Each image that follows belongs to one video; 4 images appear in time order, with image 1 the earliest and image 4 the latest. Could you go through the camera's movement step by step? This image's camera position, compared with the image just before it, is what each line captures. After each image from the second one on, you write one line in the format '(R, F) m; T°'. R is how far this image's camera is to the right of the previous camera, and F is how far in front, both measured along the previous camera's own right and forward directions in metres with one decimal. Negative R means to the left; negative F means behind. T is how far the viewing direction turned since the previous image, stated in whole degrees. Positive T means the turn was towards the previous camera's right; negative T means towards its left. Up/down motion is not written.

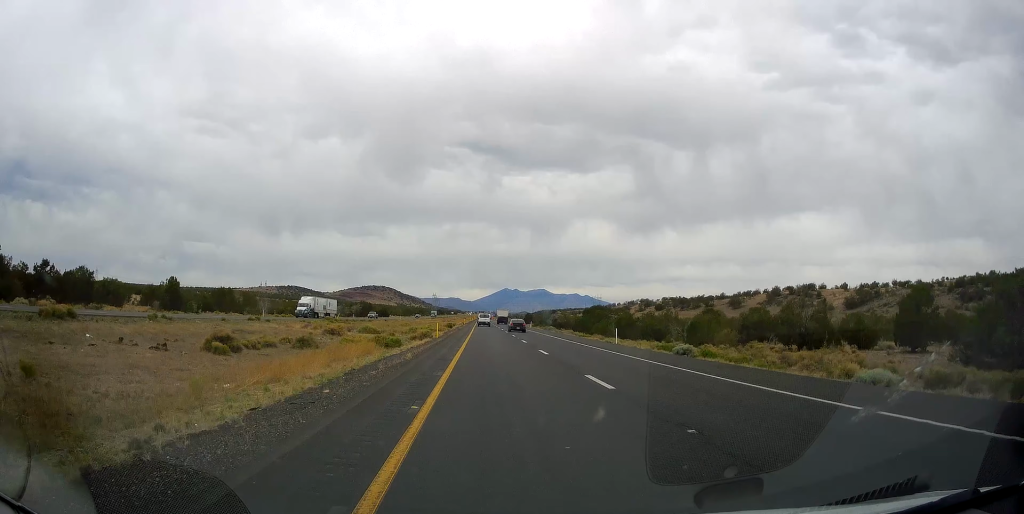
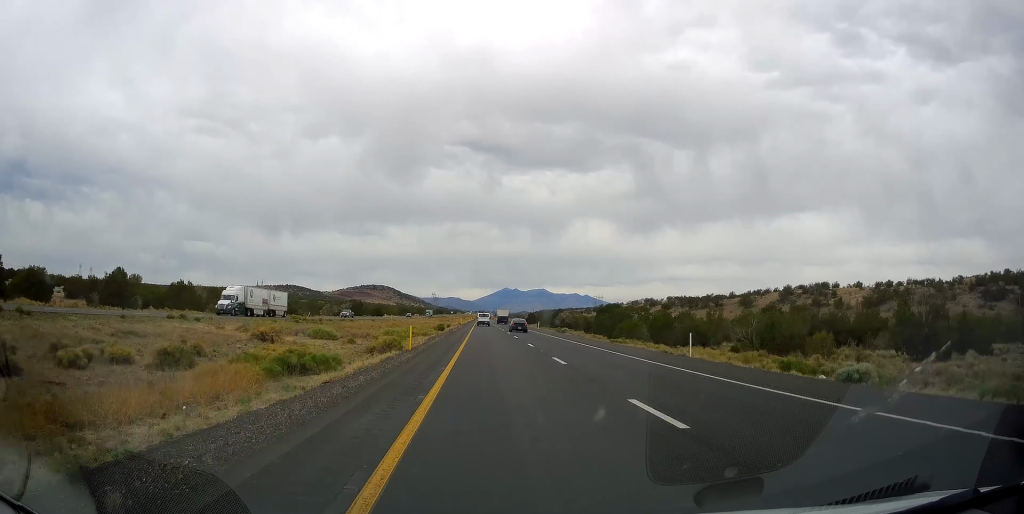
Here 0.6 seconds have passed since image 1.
(-0.1, +17.4) m; 0°
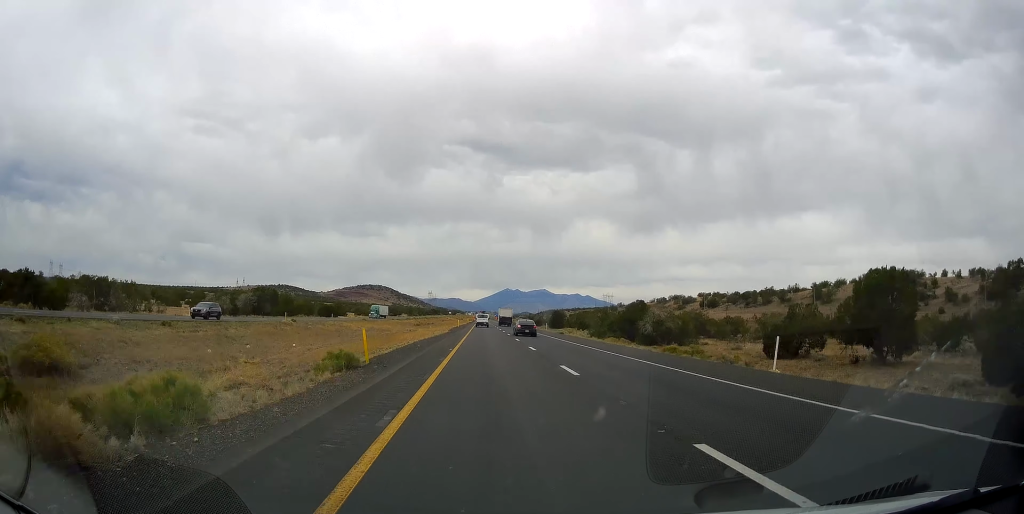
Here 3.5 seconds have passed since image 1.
(-0.7, +89.0) m; 0°
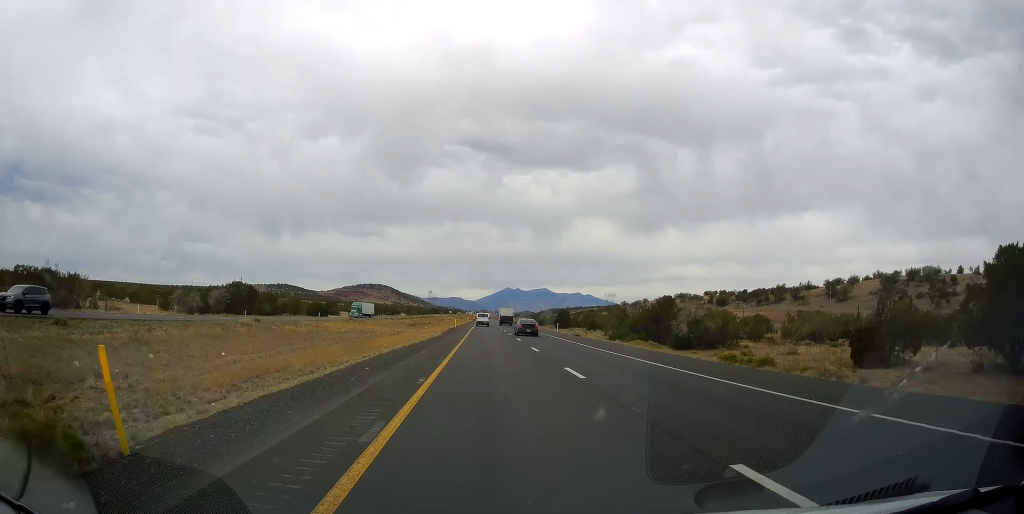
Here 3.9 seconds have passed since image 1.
(+0.3, +13.3) m; 0°
